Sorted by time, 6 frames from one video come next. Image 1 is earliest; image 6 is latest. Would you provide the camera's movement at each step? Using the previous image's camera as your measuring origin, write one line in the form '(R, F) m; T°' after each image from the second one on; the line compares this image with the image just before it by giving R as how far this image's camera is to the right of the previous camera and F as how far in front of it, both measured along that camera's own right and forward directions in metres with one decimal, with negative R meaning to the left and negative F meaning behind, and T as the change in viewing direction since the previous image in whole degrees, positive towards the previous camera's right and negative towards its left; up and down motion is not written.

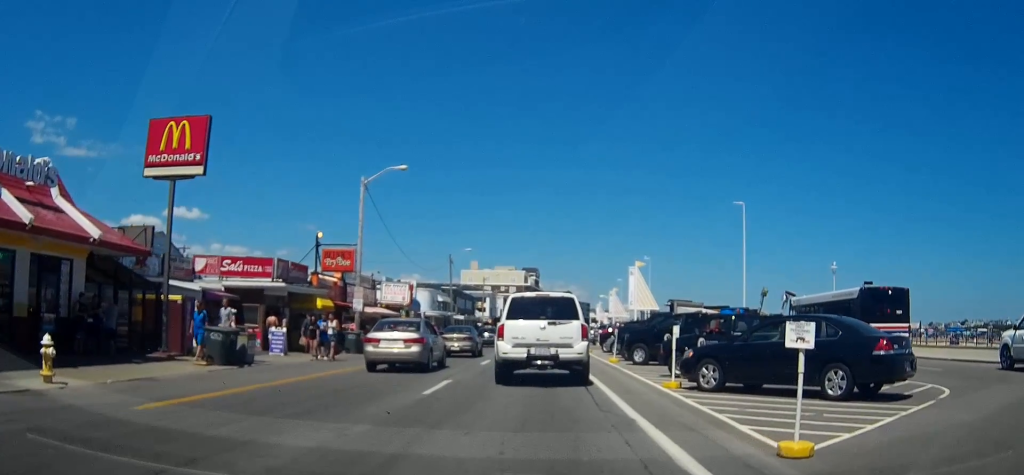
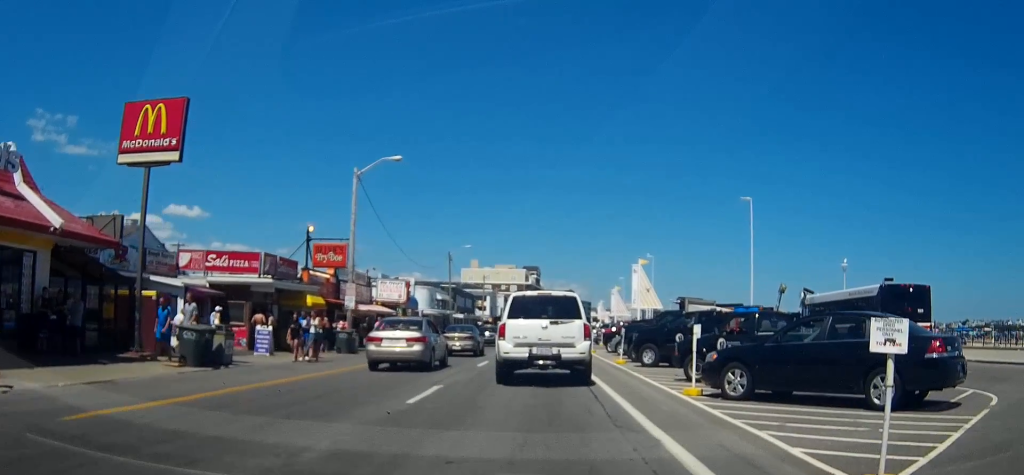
(0.0, +1.8) m; 0°
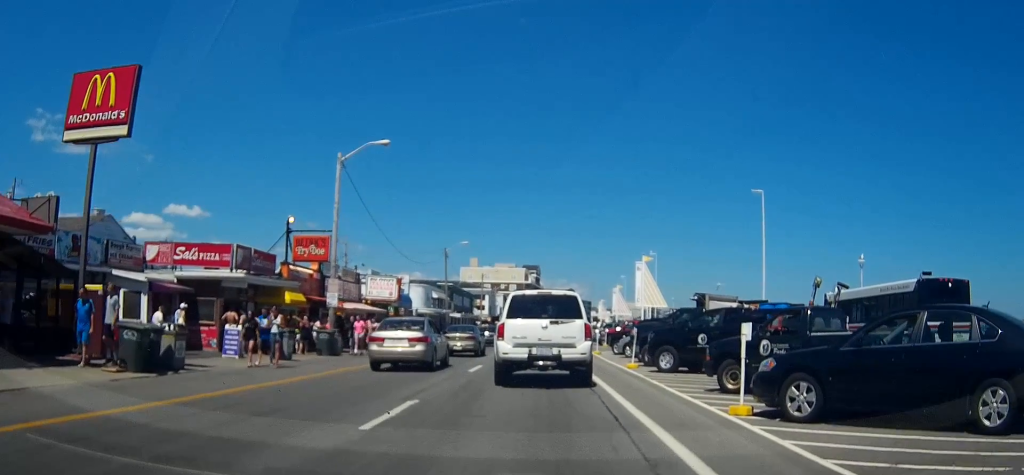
(0.0, +3.1) m; +1°
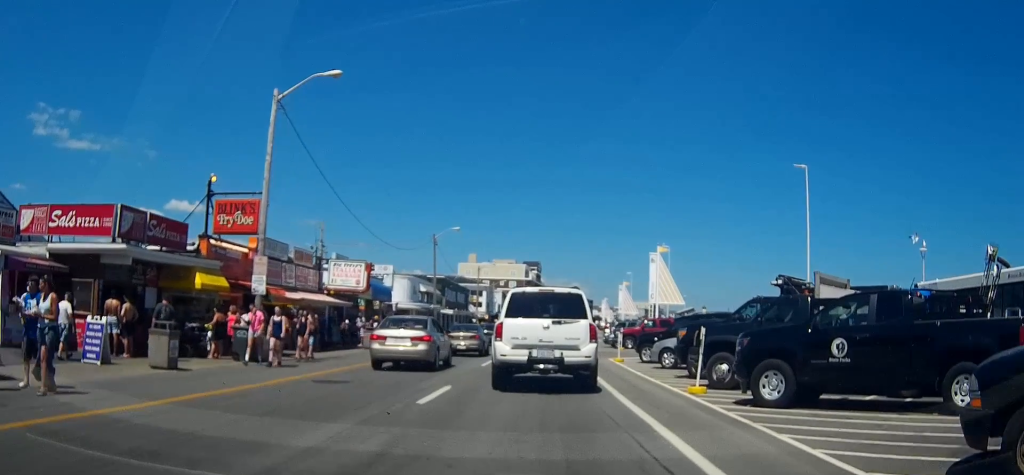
(+0.2, +8.6) m; +2°
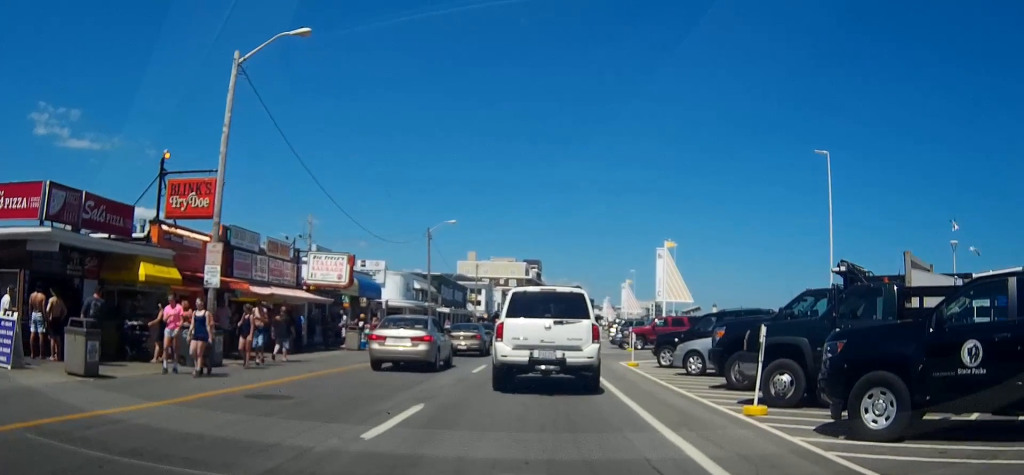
(0.0, +3.4) m; -1°
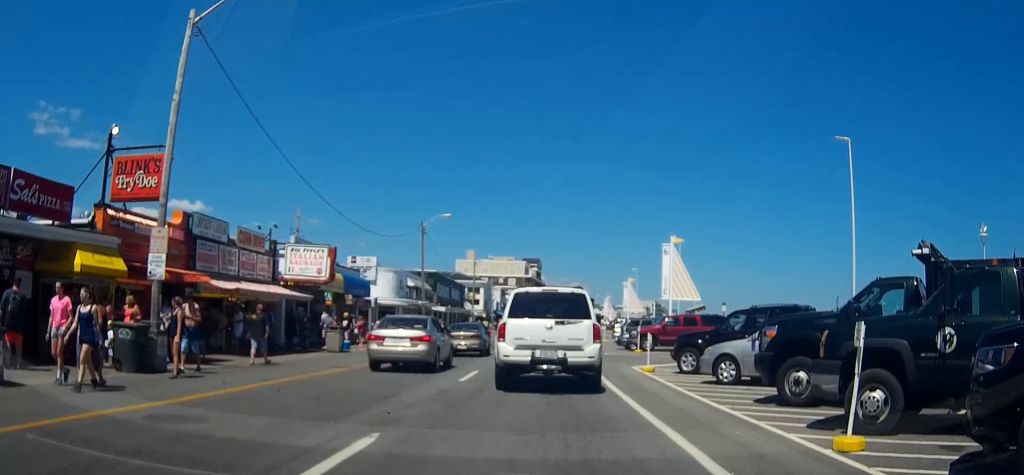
(0.0, +3.3) m; +1°
